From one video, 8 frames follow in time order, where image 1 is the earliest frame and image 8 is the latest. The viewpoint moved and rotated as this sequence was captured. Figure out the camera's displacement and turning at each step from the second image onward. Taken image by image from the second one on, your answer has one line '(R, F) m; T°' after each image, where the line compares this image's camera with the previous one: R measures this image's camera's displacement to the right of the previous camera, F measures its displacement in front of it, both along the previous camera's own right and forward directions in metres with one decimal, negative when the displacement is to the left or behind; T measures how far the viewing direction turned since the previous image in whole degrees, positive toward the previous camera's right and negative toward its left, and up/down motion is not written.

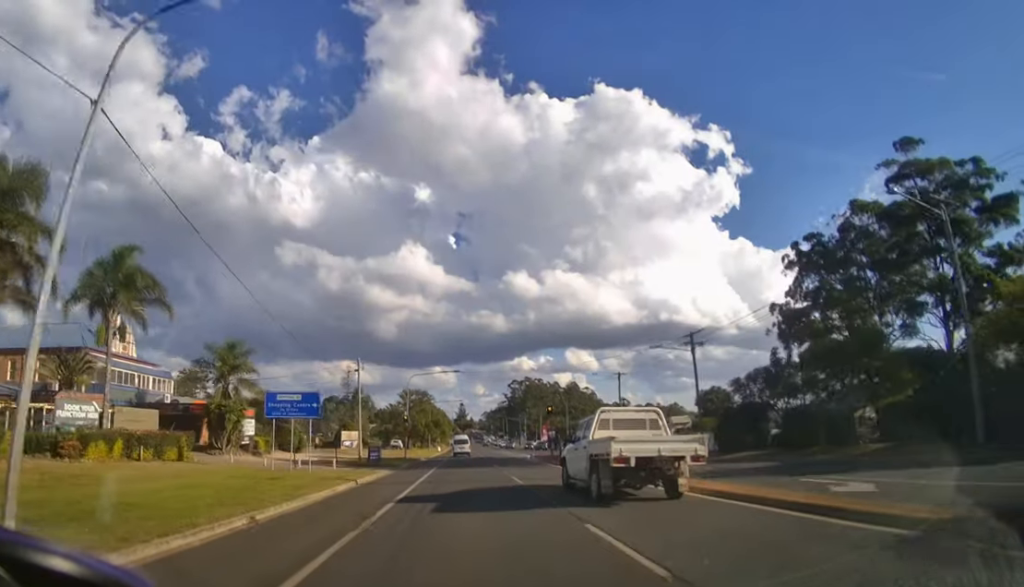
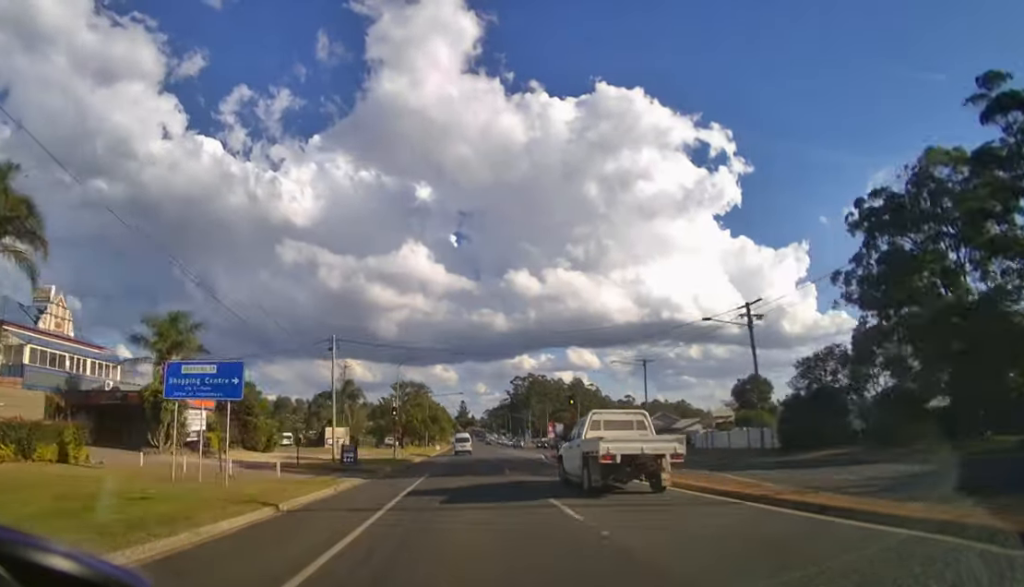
(0.0, +9.3) m; 0°
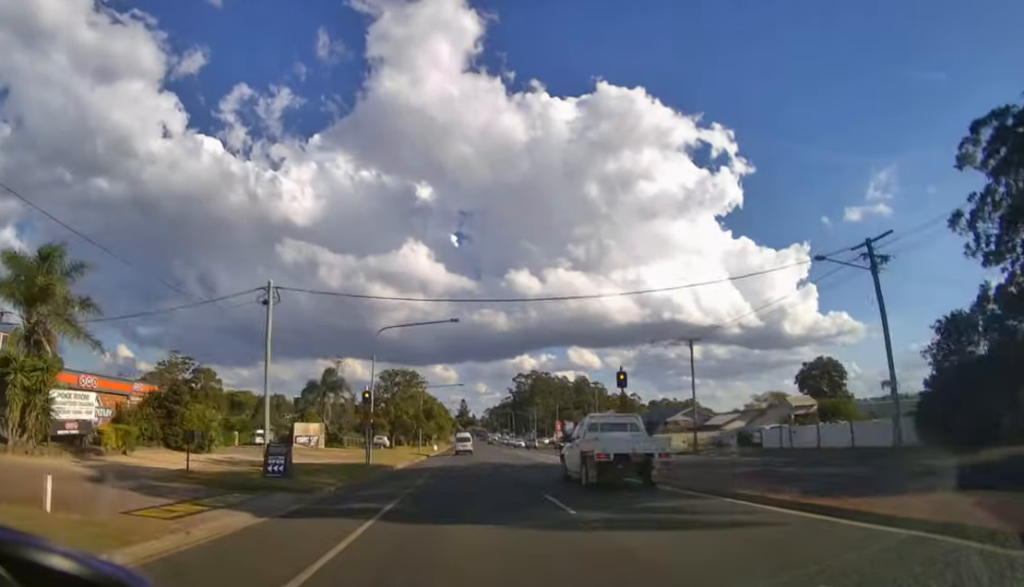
(-0.1, +12.1) m; 0°
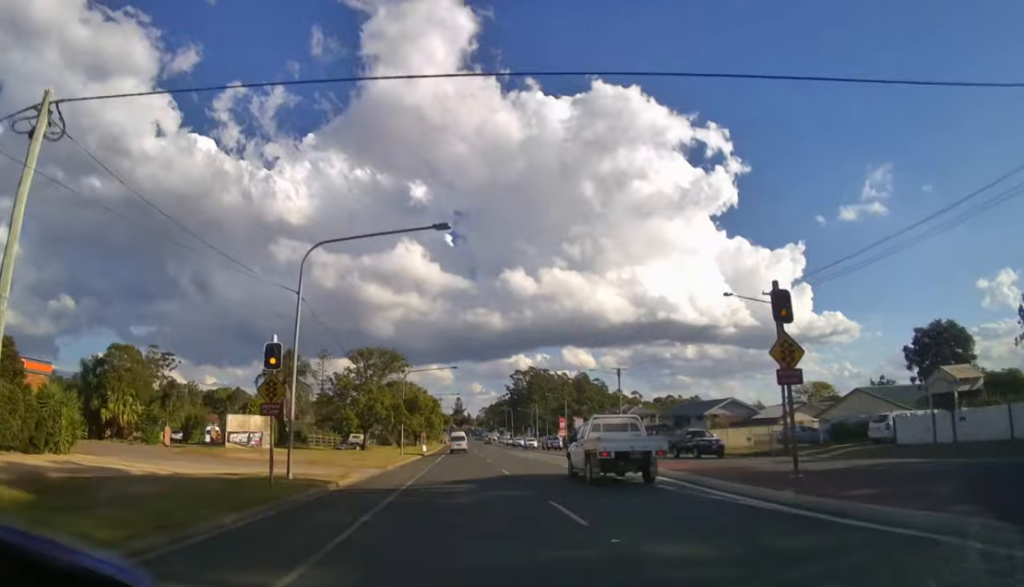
(0.0, +15.0) m; 0°
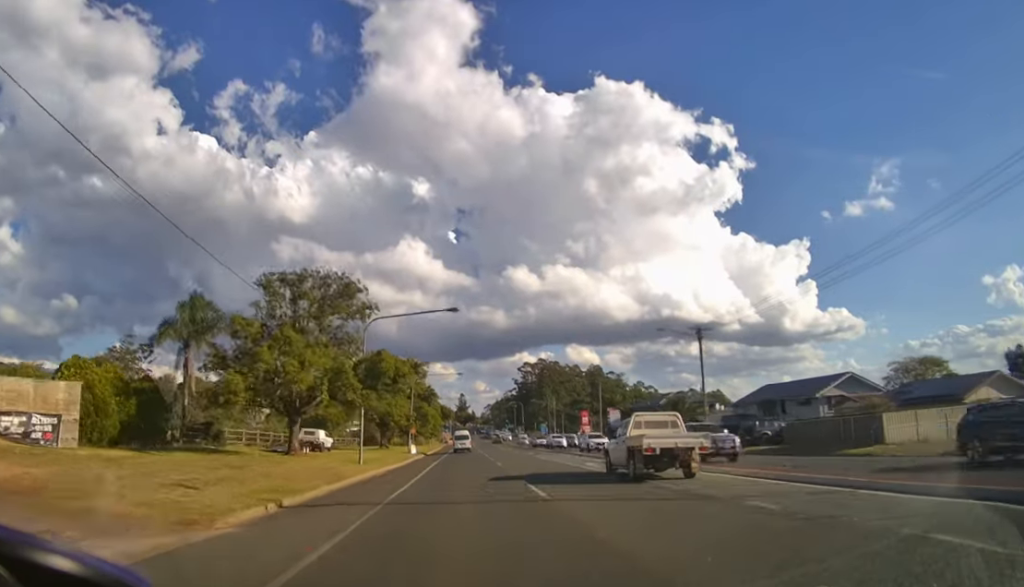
(+0.1, +23.0) m; 0°
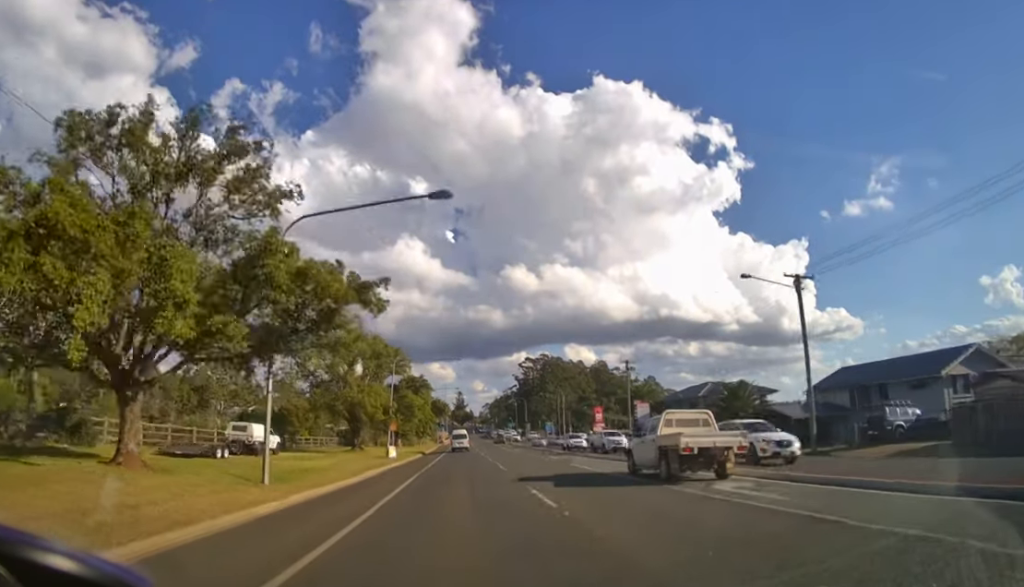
(0.0, +12.0) m; 0°
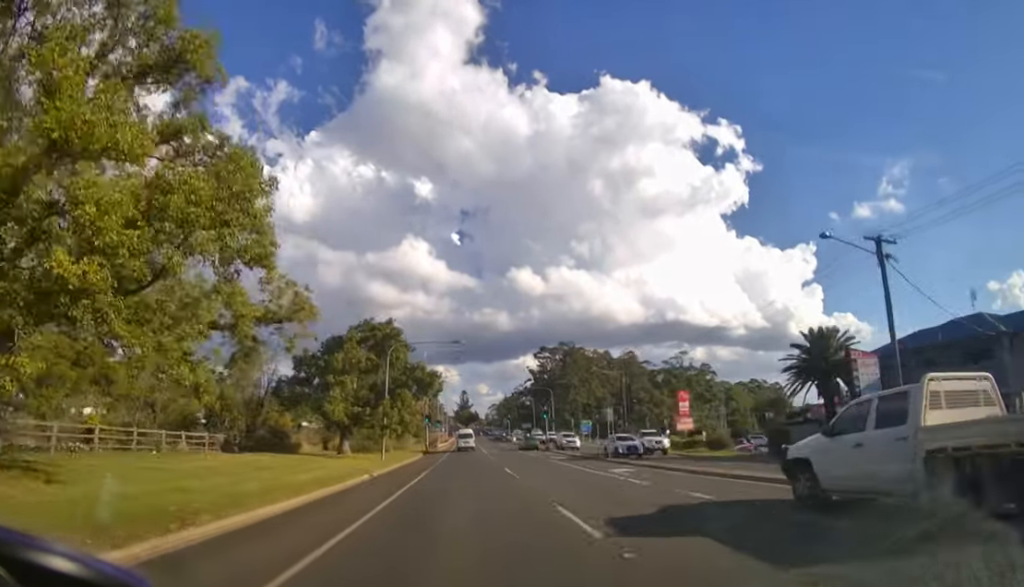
(0.0, +33.3) m; 0°
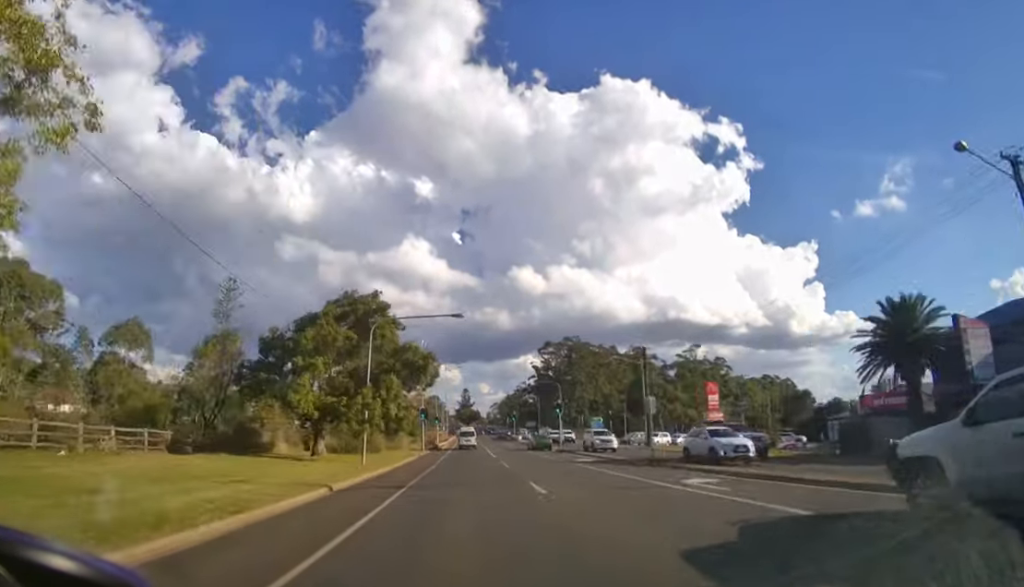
(0.0, +6.7) m; 0°
